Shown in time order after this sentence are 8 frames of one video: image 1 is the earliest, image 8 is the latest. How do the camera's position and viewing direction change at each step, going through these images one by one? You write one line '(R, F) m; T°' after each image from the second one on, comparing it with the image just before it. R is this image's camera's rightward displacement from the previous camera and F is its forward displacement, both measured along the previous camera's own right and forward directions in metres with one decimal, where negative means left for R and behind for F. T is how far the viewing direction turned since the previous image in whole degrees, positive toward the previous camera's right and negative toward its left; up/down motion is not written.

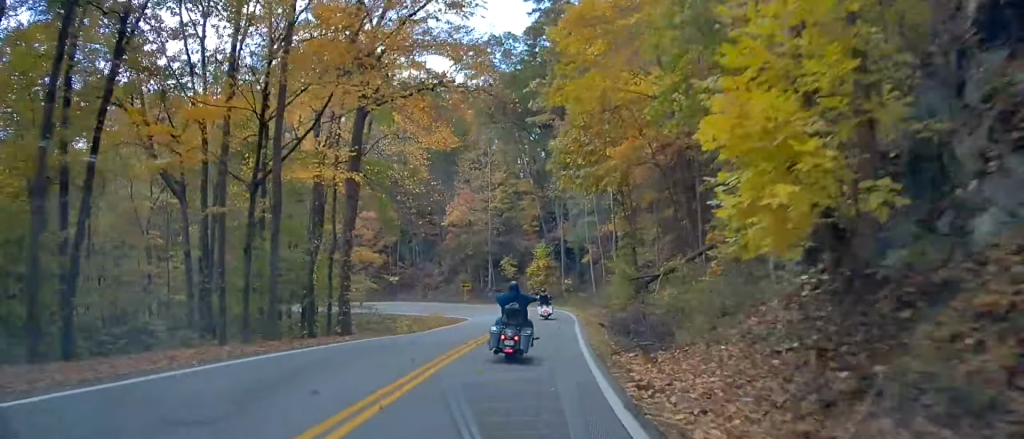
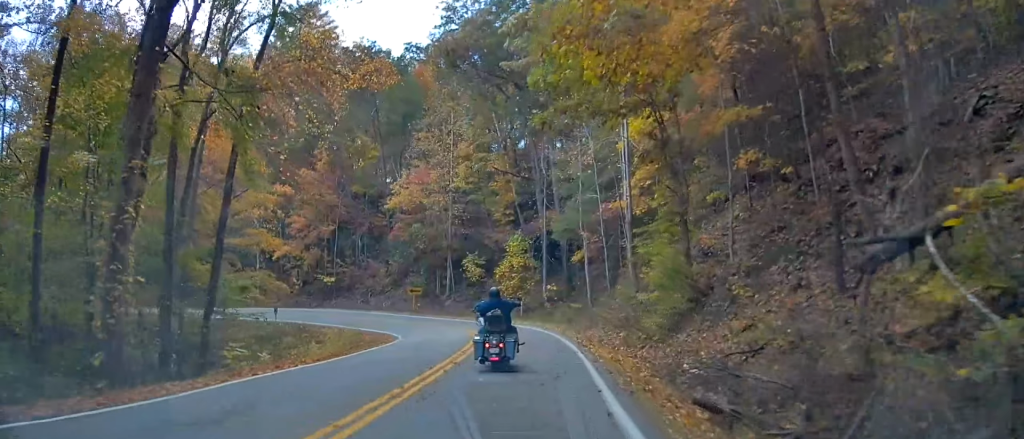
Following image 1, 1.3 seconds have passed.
(+0.4, +18.5) m; 0°
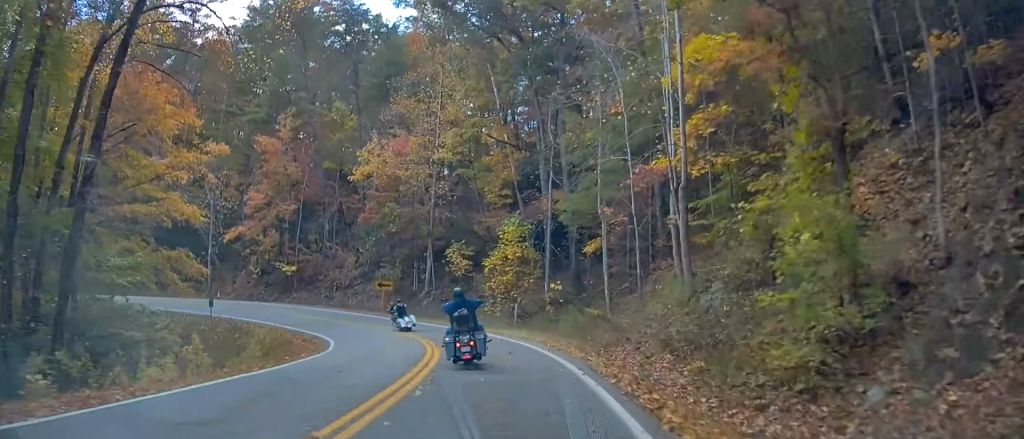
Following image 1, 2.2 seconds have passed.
(-0.2, +11.4) m; -4°
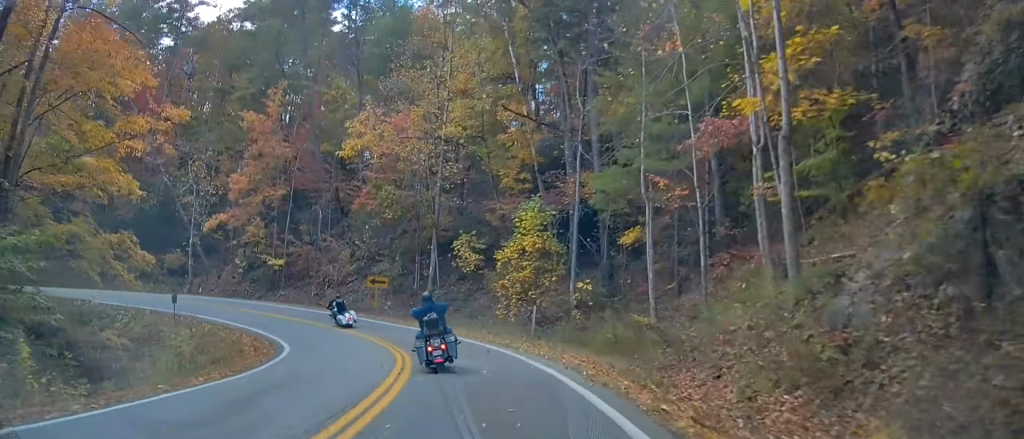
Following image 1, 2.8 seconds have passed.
(-0.1, +7.2) m; -4°
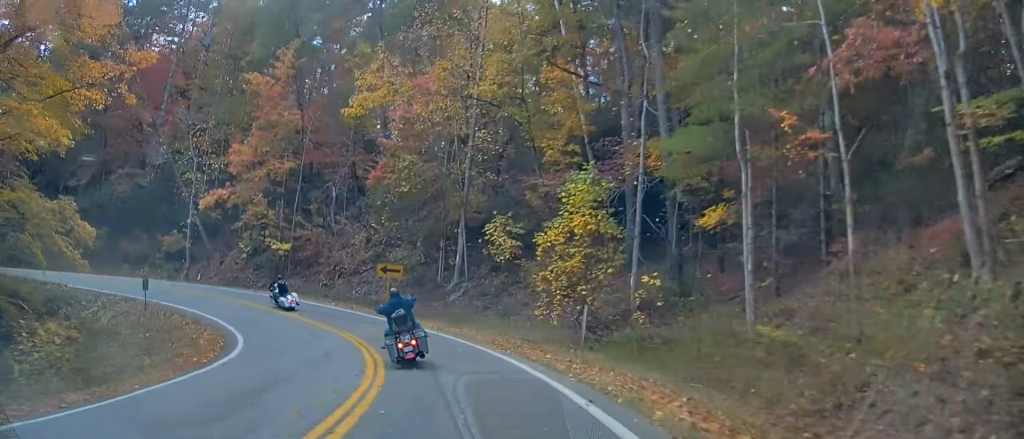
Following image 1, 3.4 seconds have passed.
(-0.3, +6.7) m; -6°
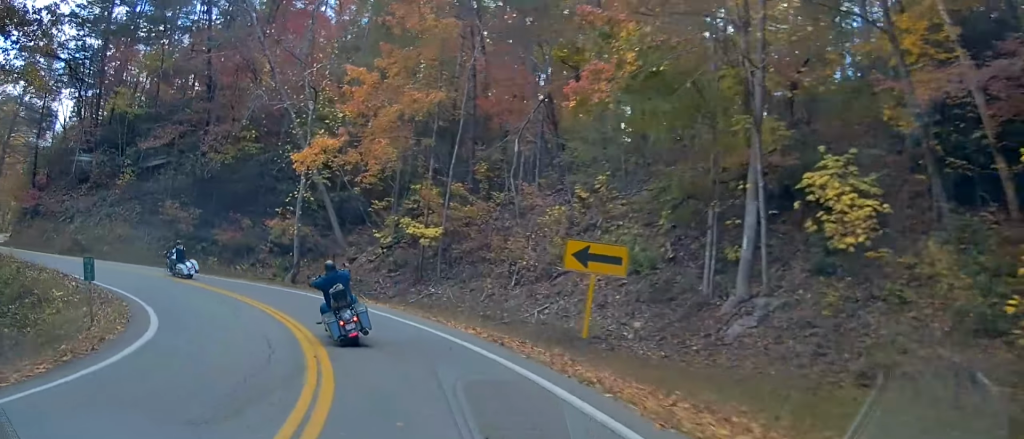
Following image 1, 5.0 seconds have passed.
(-3.0, +16.3) m; -24°
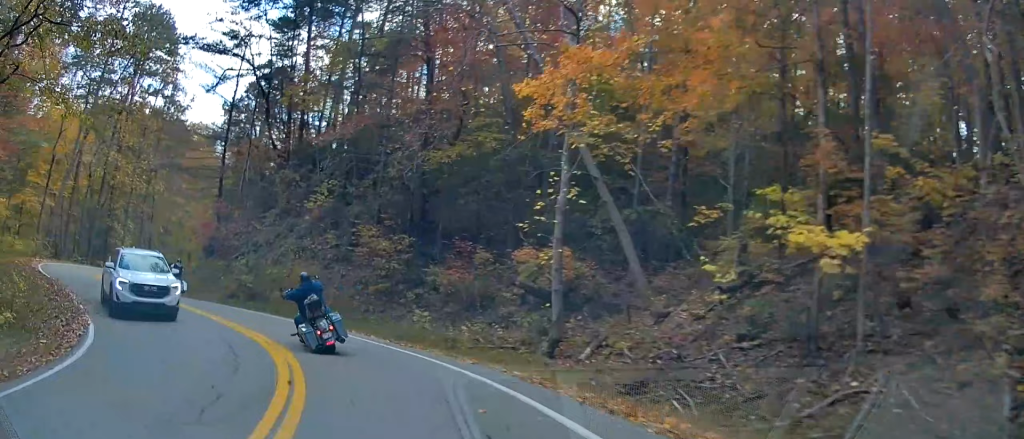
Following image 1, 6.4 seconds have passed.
(-3.2, +14.2) m; -19°
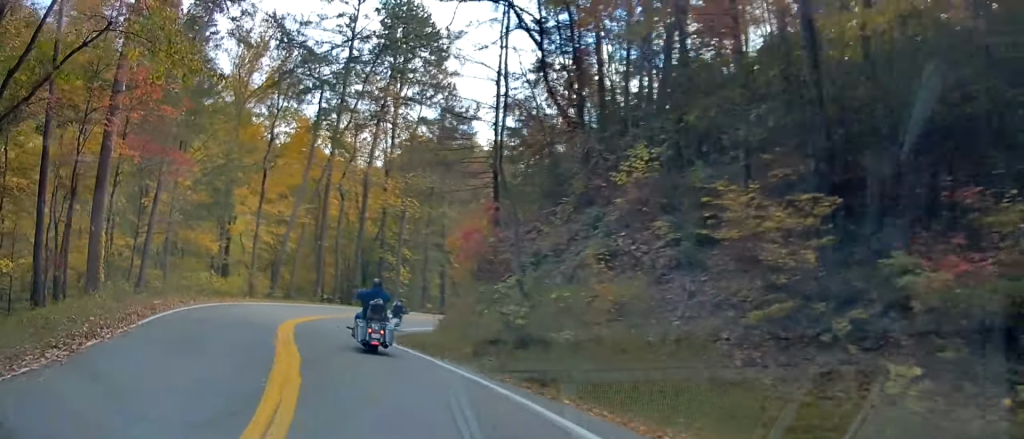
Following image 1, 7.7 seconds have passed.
(-0.9, +13.9) m; -22°
